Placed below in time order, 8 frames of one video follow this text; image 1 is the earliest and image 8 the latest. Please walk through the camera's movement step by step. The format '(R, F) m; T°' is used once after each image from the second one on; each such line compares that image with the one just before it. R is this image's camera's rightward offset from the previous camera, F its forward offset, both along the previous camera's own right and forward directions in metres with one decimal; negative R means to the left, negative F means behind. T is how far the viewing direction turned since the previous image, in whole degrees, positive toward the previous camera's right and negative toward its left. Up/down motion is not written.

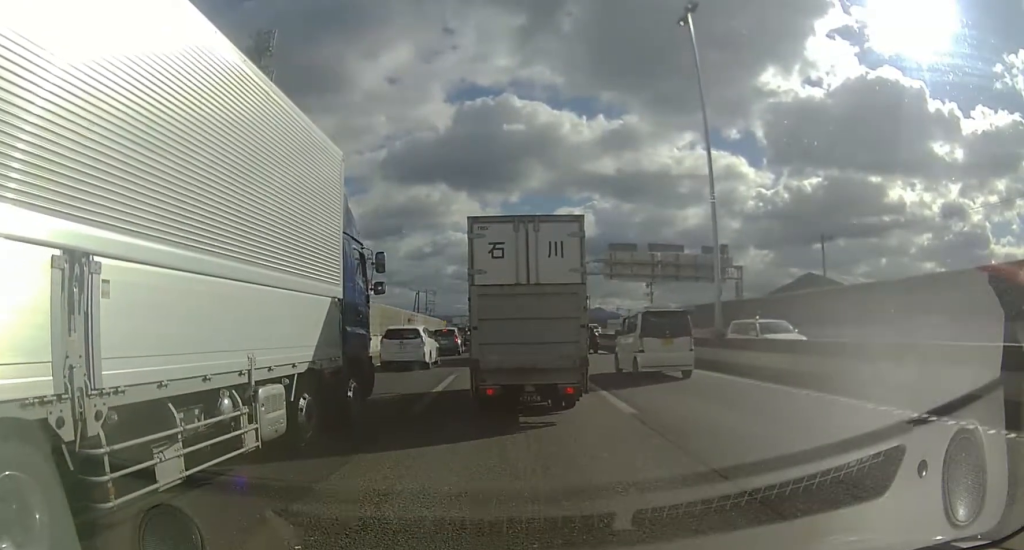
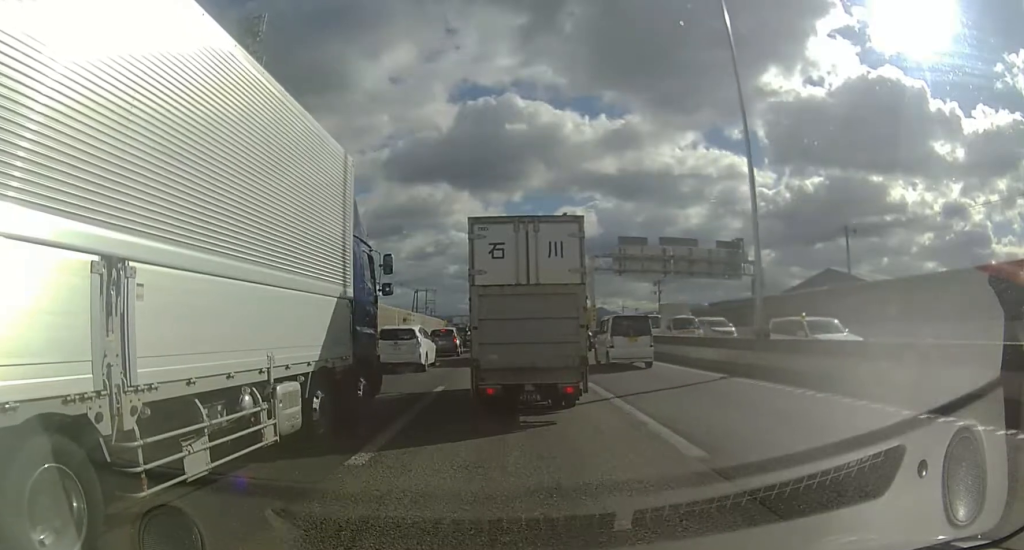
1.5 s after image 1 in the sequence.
(0.0, +3.2) m; 0°
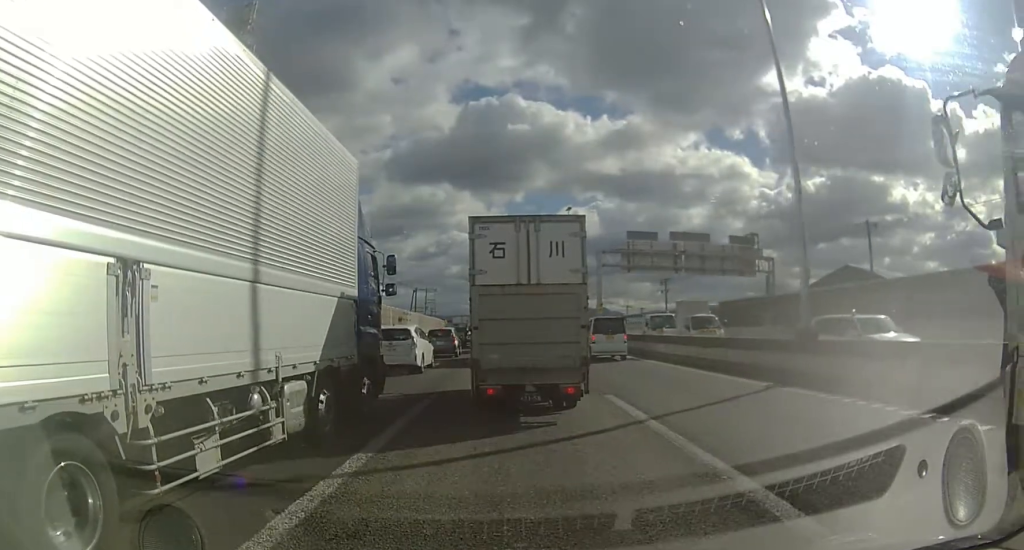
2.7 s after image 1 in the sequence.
(0.0, +2.6) m; 0°
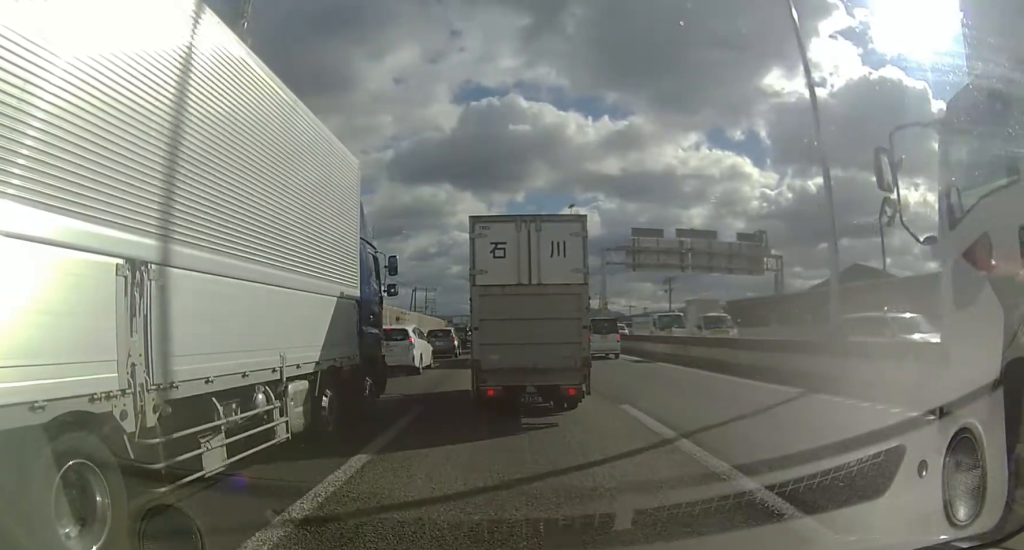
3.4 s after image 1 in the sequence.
(0.0, +1.4) m; -1°
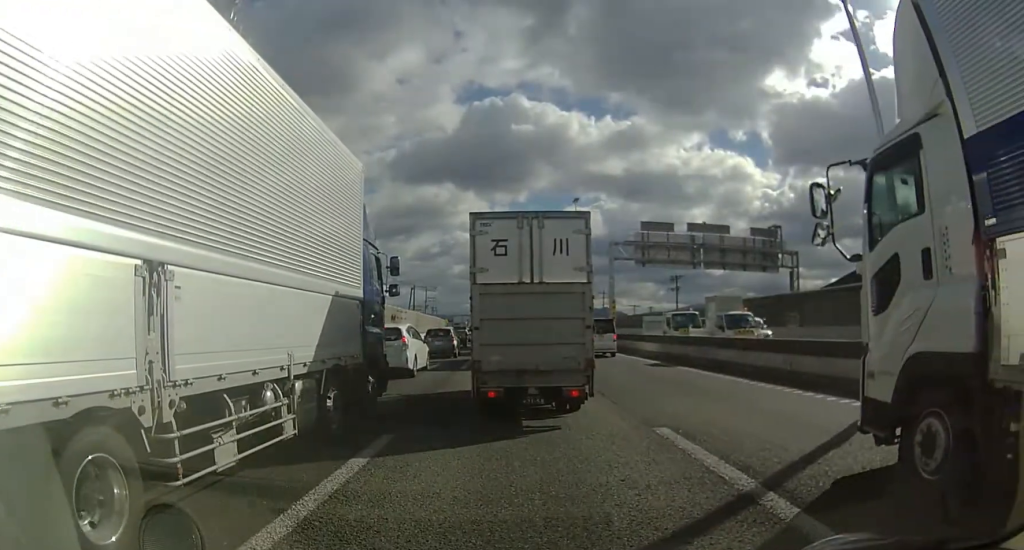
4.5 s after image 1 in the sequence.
(0.0, +2.3) m; -1°
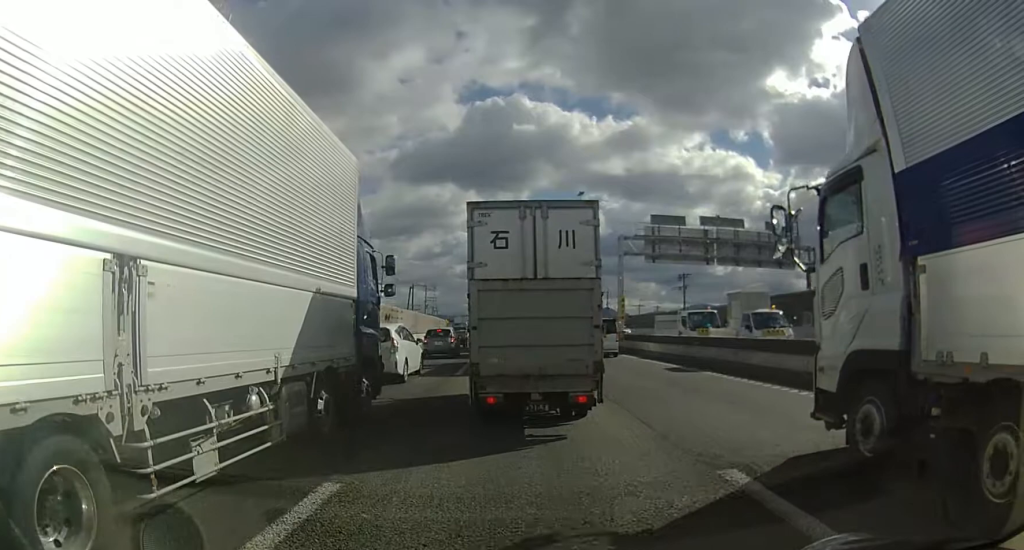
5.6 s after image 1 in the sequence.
(0.0, +2.4) m; -1°
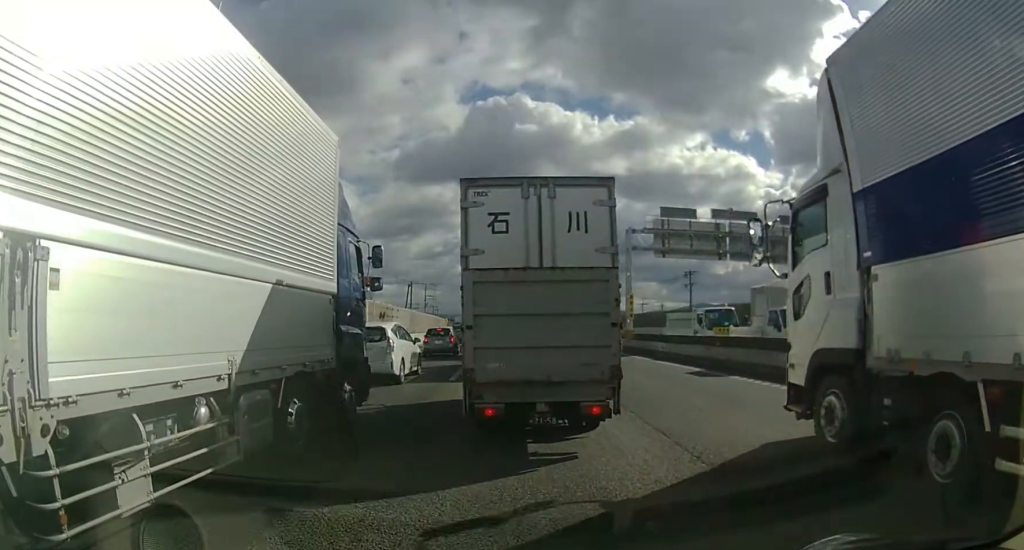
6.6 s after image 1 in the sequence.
(0.0, +2.1) m; 0°
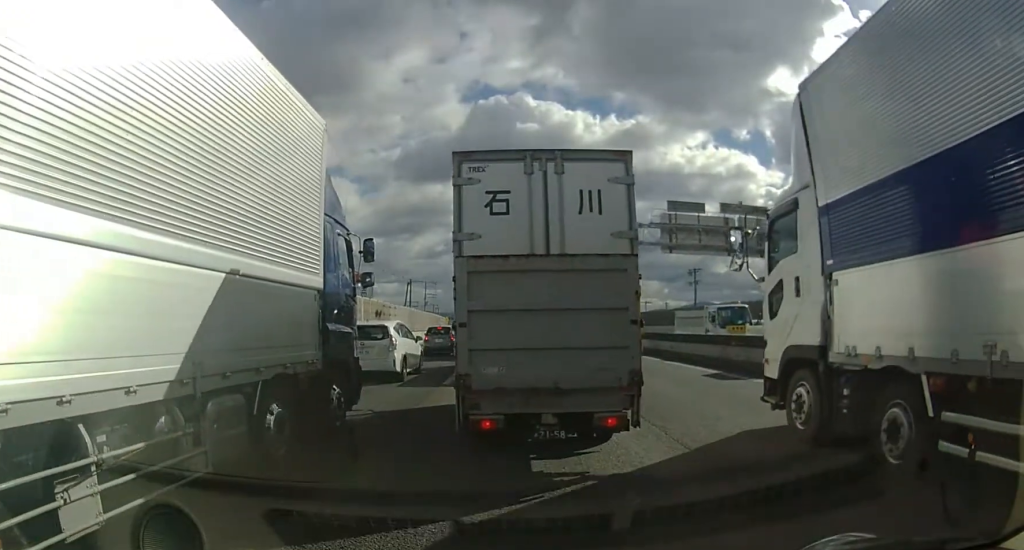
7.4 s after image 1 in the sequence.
(0.0, +1.5) m; 0°
